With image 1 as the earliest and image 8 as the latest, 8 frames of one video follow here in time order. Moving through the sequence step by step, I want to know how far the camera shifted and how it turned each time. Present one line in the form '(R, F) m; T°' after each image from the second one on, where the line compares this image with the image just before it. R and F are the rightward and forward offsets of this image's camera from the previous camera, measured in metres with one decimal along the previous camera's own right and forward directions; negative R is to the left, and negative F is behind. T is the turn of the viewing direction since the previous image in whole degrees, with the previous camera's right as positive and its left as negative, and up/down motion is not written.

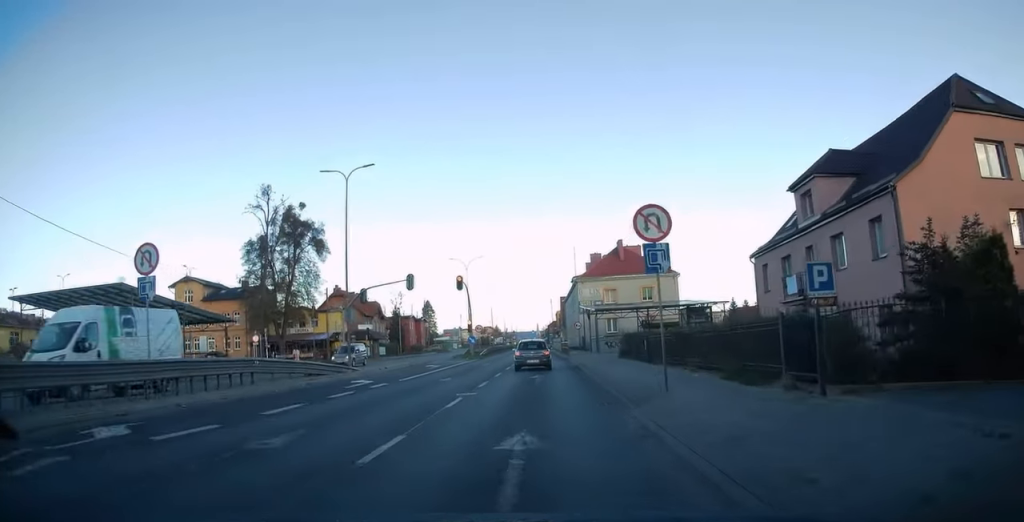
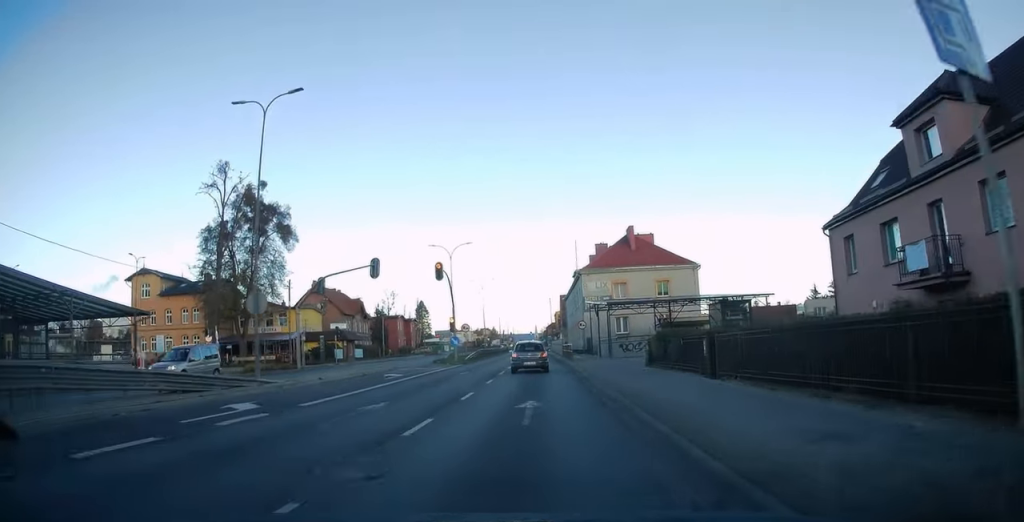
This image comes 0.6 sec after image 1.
(+0.1, +10.0) m; 0°
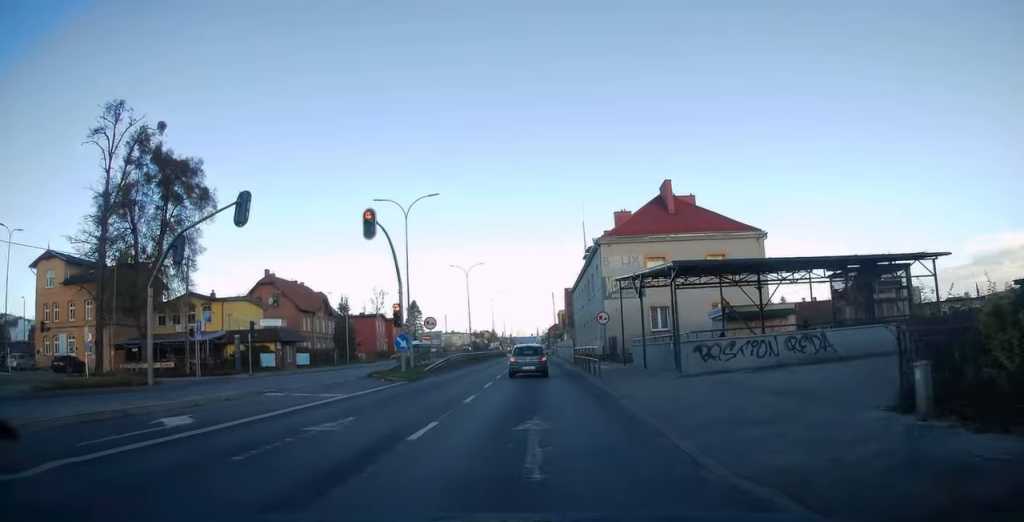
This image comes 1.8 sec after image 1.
(0.0, +18.3) m; 0°
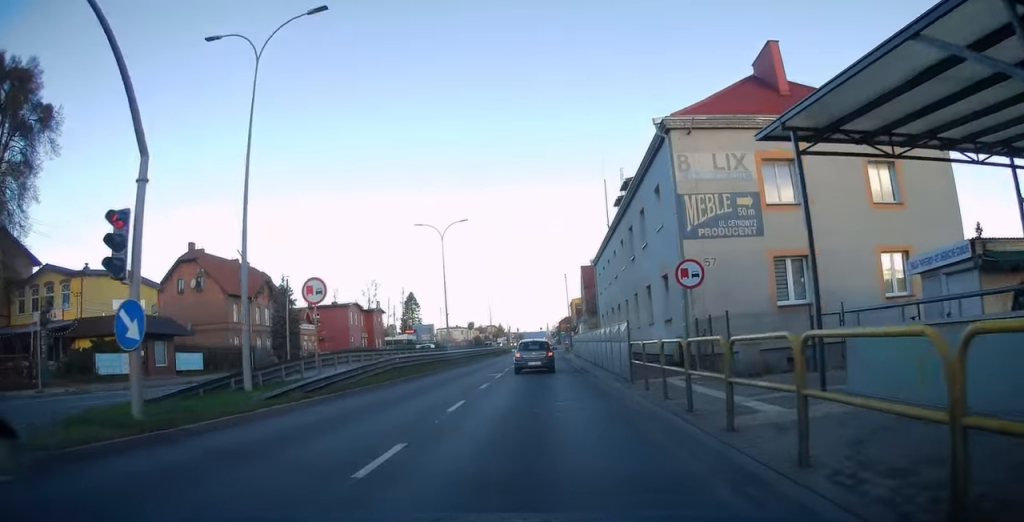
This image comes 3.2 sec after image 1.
(0.0, +20.8) m; -1°
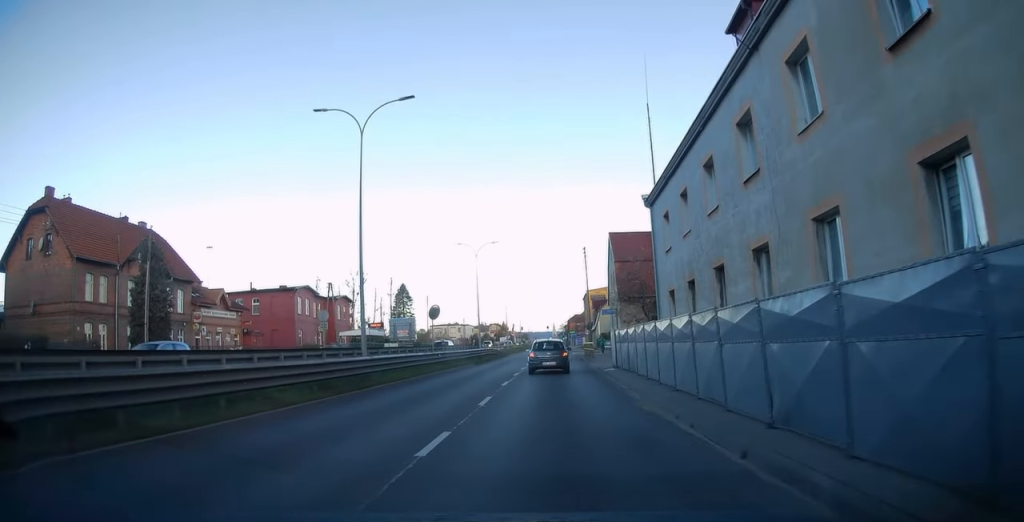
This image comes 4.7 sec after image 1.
(-0.3, +22.9) m; 0°
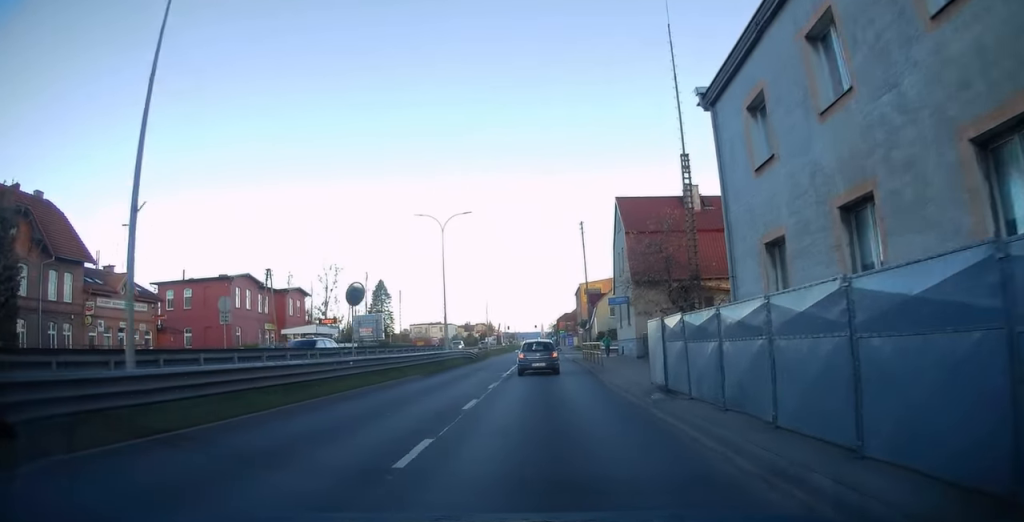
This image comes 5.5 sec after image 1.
(0.0, +12.6) m; 0°
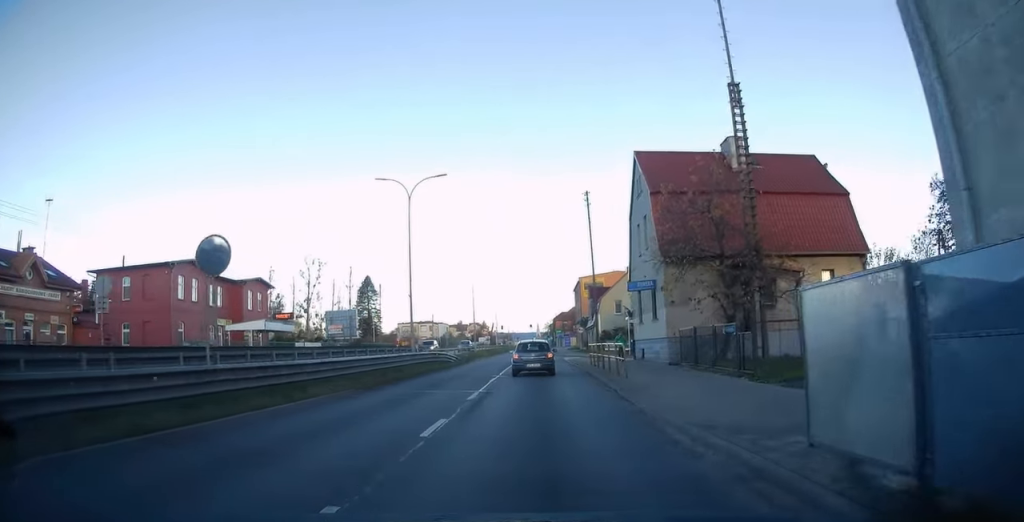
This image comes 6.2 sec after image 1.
(0.0, +9.6) m; 0°
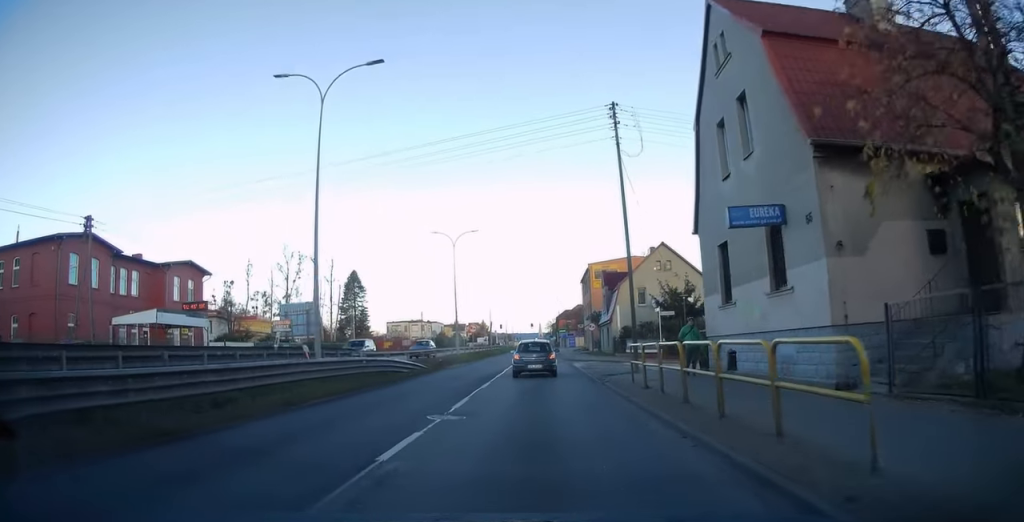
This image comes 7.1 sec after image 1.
(+0.1, +14.1) m; 0°
